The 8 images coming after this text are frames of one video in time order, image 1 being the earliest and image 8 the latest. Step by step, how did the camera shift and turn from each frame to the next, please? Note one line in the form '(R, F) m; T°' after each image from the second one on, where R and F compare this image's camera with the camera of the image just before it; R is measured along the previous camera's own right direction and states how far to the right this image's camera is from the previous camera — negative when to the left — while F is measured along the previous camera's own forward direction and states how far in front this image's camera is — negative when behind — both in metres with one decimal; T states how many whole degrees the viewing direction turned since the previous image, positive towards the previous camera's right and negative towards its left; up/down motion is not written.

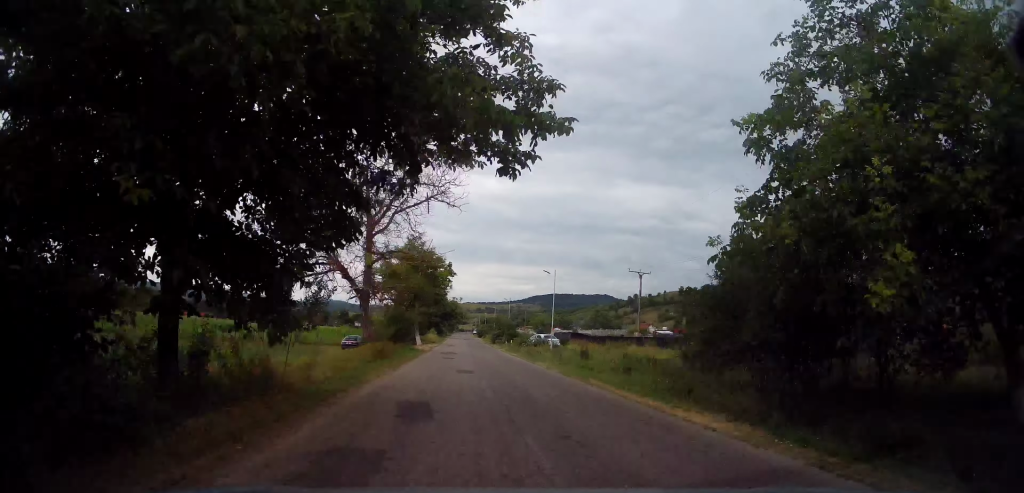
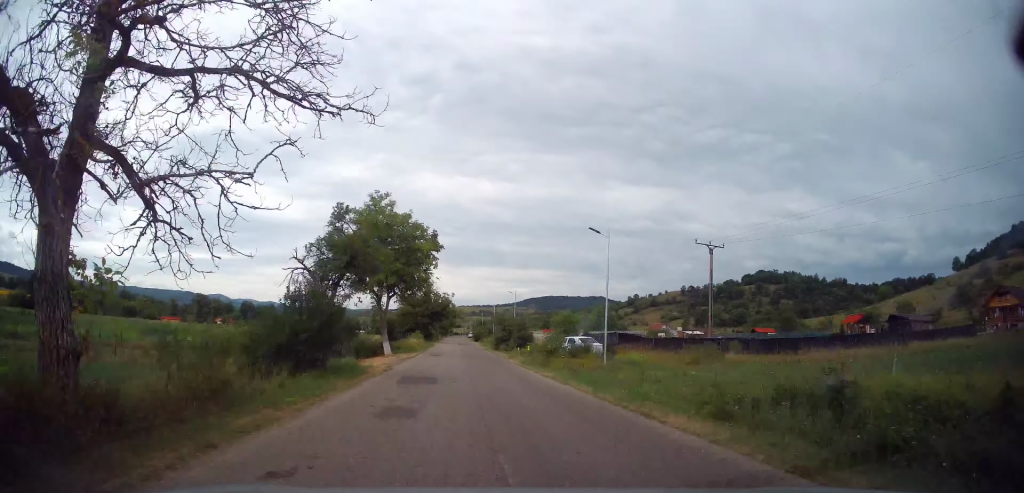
(+0.5, +18.3) m; +1°
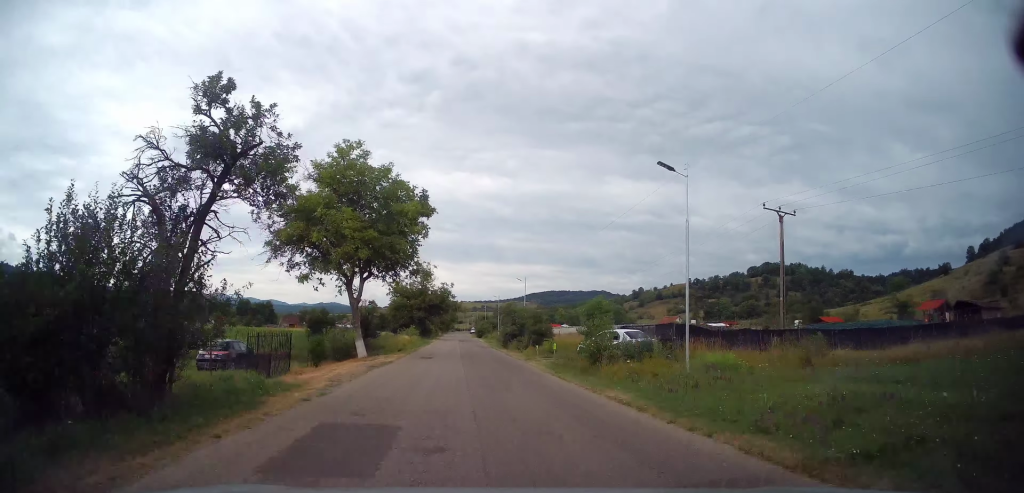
(-0.1, +9.5) m; -1°
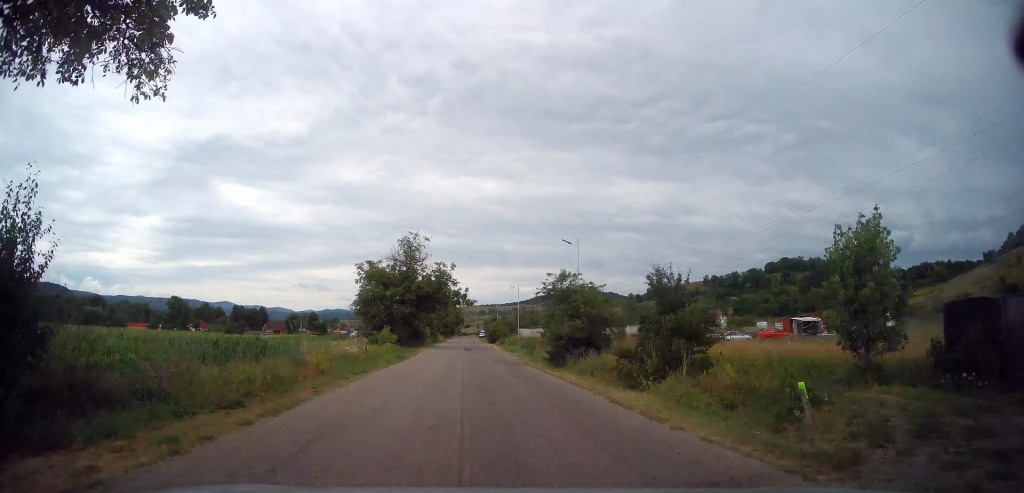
(-0.3, +24.0) m; 0°
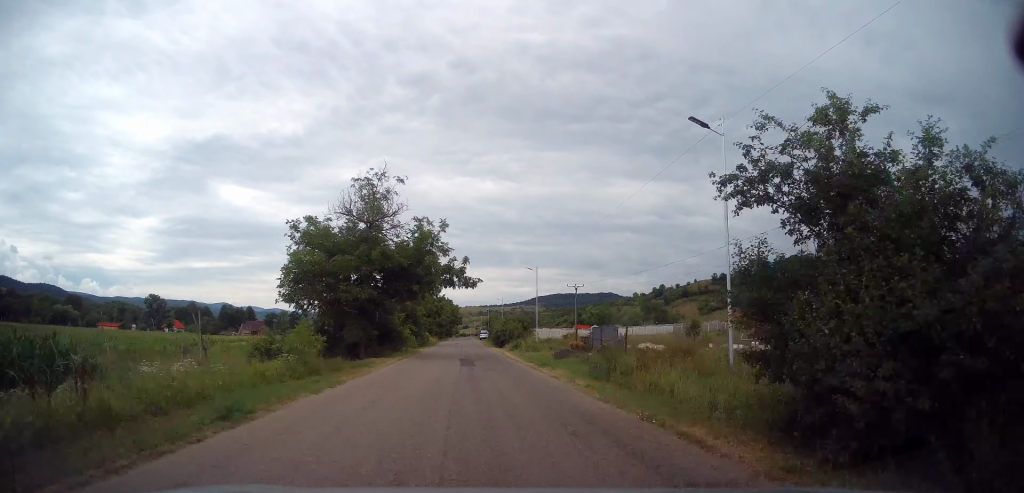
(+0.2, +18.4) m; 0°
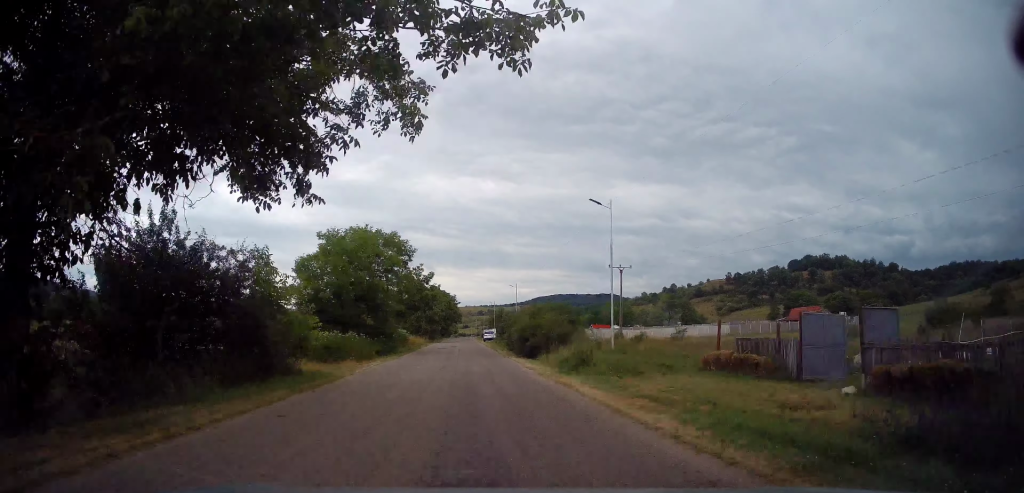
(-0.3, +24.1) m; 0°
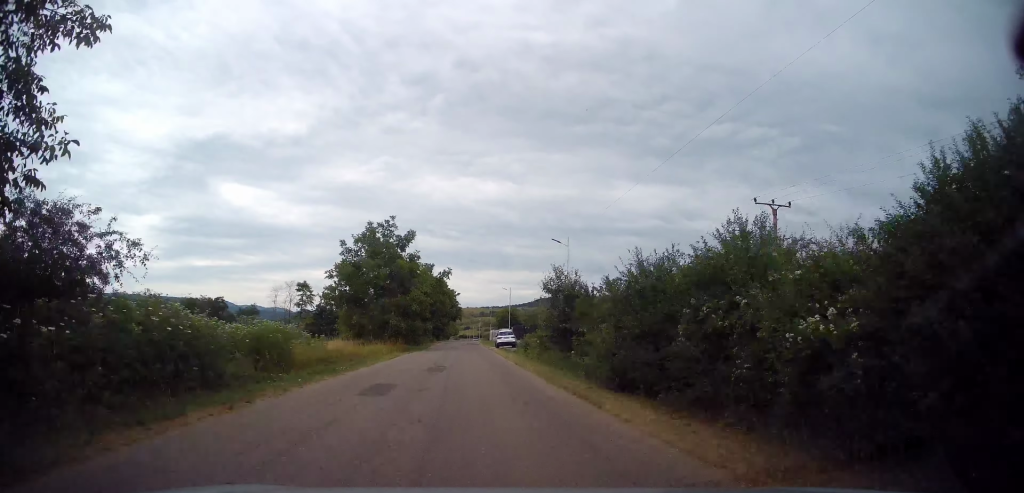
(+0.3, +30.9) m; 0°
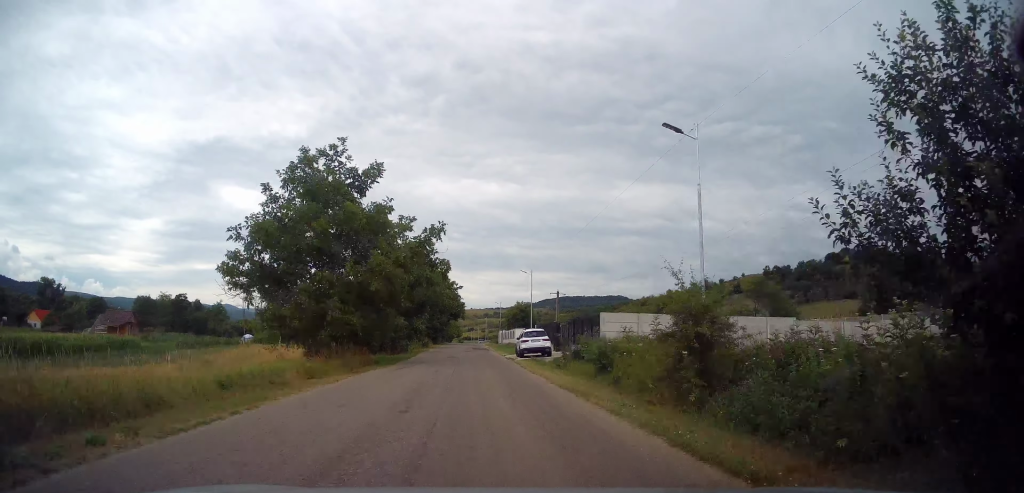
(-0.2, +18.4) m; -1°
